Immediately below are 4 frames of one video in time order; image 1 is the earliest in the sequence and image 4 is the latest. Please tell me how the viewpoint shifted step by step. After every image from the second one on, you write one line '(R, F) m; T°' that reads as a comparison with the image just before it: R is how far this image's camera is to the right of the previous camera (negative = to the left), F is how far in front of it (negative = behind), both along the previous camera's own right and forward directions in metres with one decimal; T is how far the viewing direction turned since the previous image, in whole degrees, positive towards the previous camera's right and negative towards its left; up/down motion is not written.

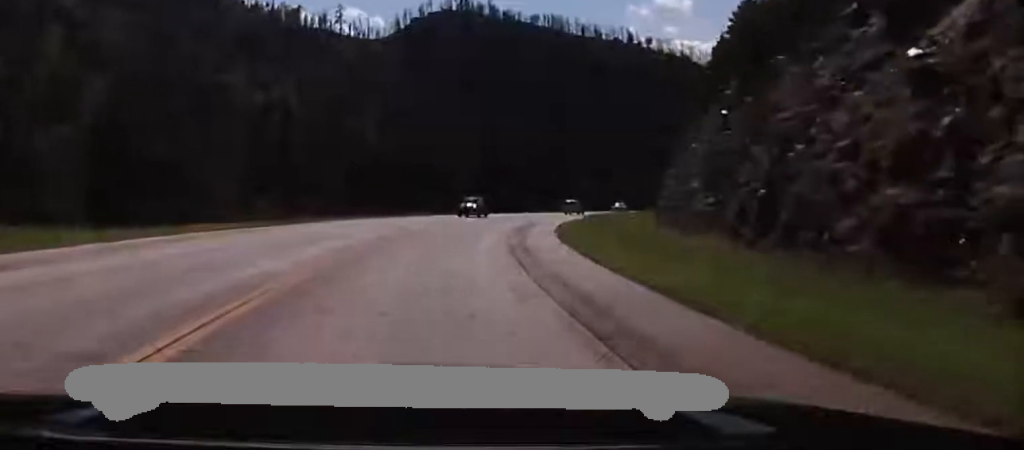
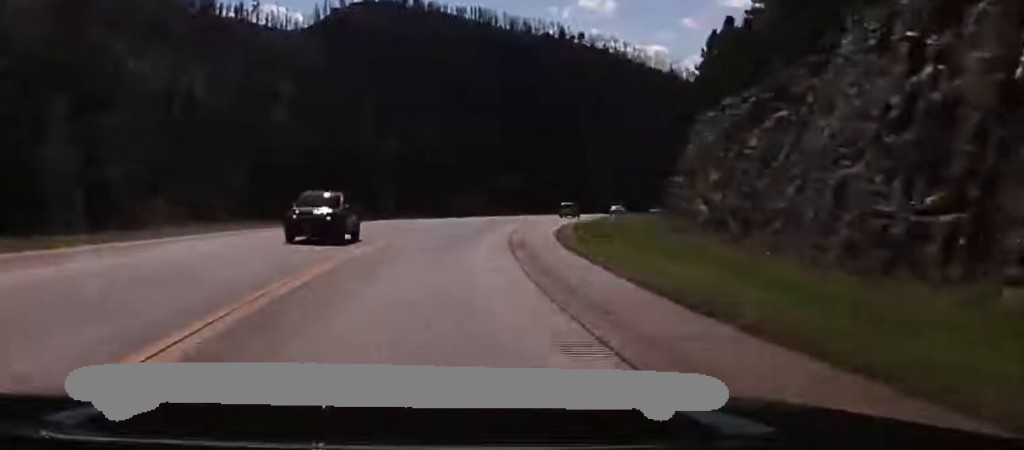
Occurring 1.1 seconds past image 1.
(+0.5, +23.4) m; +6°
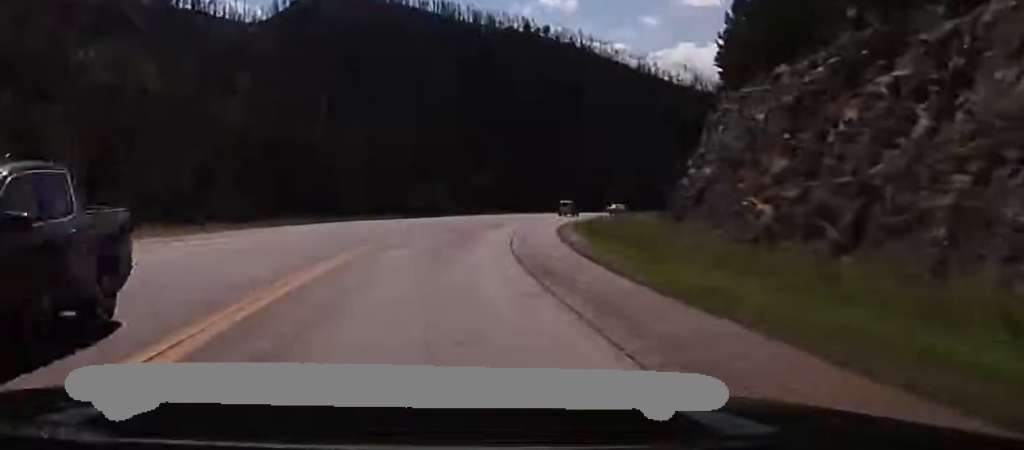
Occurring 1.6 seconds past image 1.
(+0.6, +11.6) m; +3°
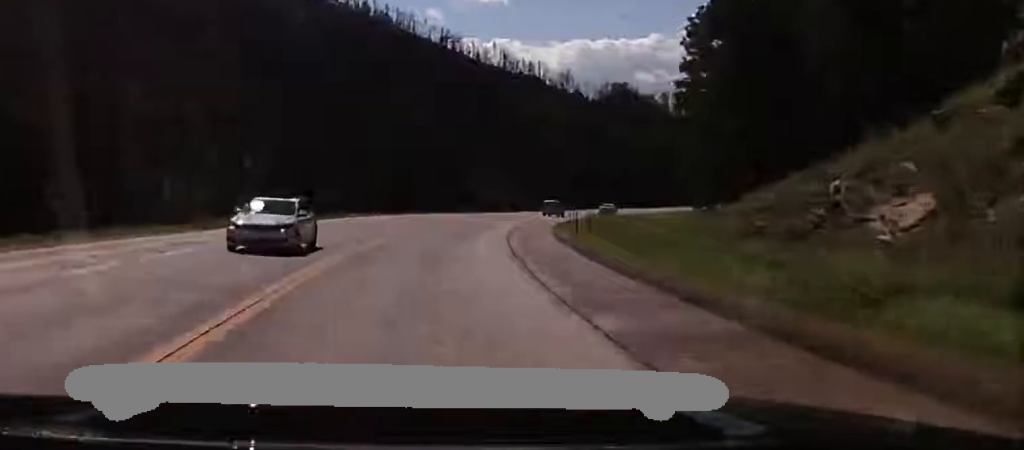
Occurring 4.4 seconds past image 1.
(+5.2, +62.4) m; +11°
